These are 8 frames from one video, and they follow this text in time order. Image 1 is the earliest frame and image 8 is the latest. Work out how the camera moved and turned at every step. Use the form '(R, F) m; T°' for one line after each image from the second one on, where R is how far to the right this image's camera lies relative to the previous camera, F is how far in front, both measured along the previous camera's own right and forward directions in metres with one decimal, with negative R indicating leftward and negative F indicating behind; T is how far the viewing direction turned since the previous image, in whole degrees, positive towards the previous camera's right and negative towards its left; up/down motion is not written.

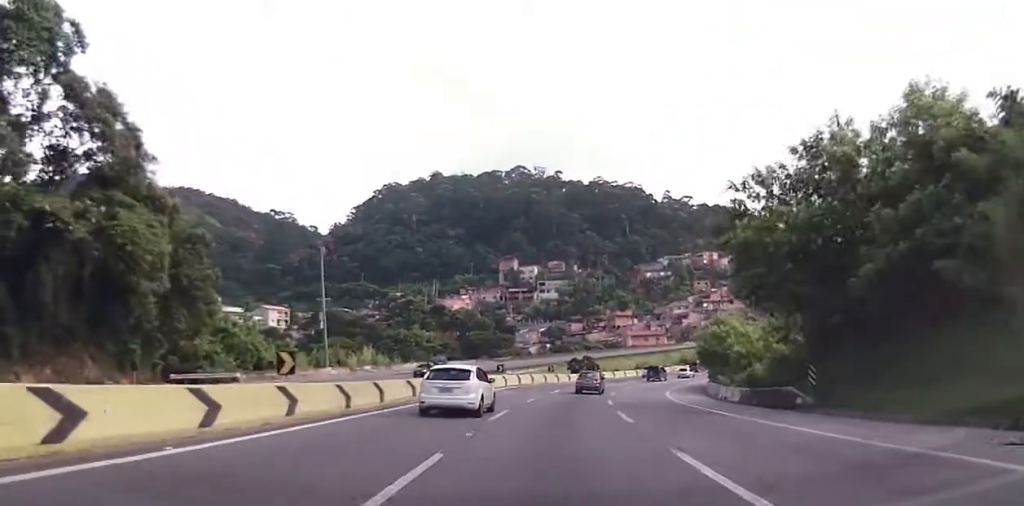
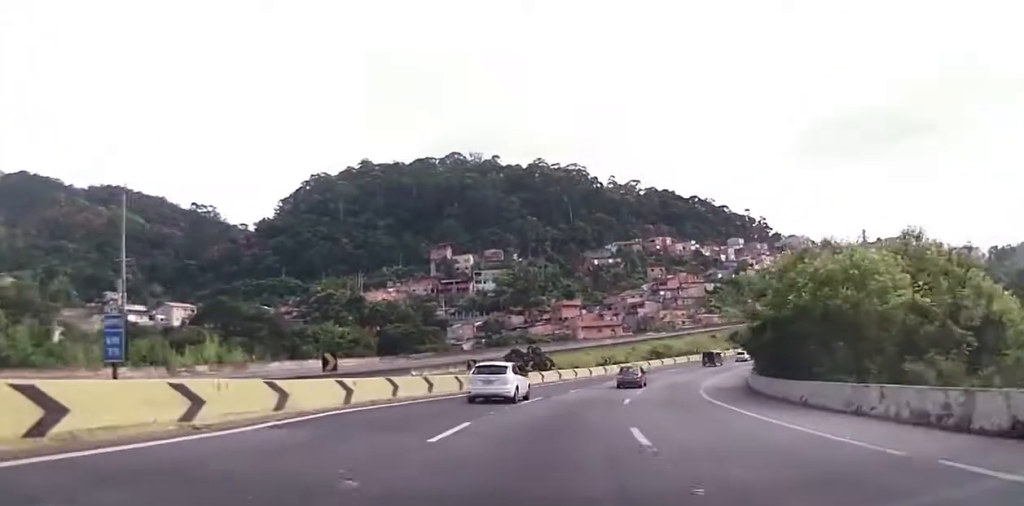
(+1.3, +30.3) m; +6°
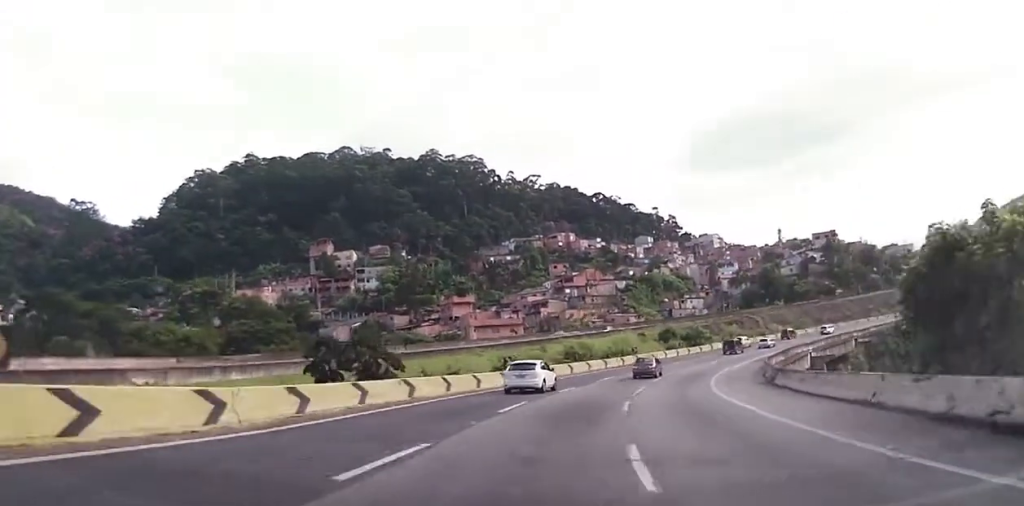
(+1.8, +28.6) m; +8°
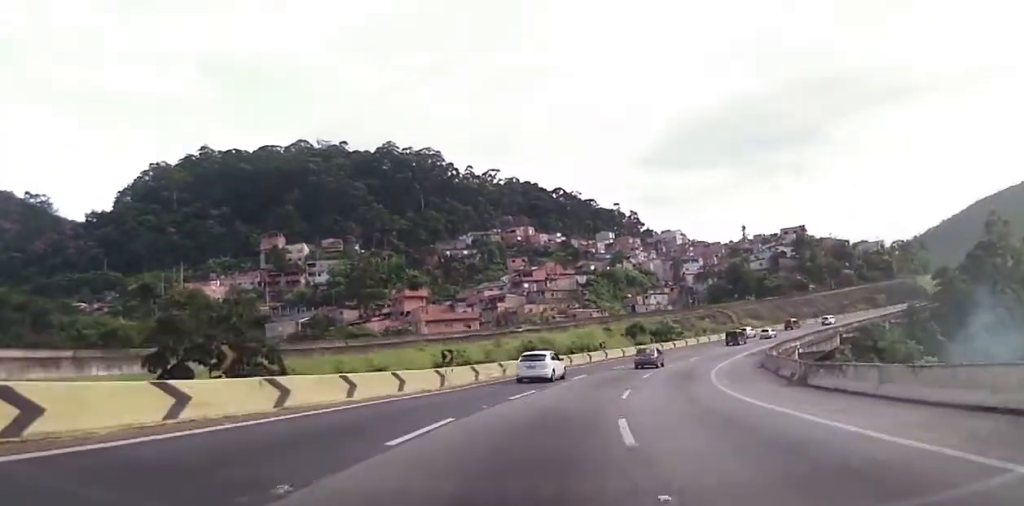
(-0.2, +9.6) m; +3°
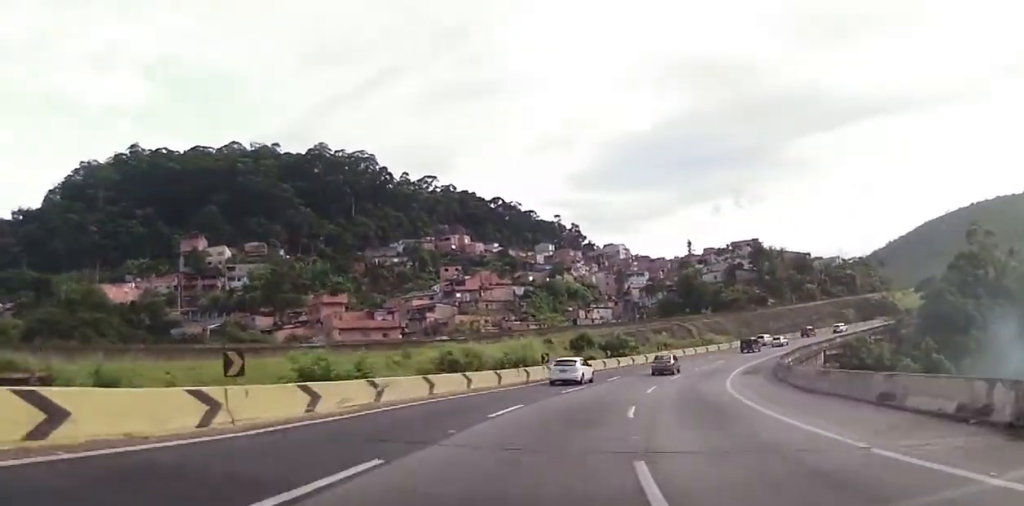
(+1.5, +16.8) m; +6°
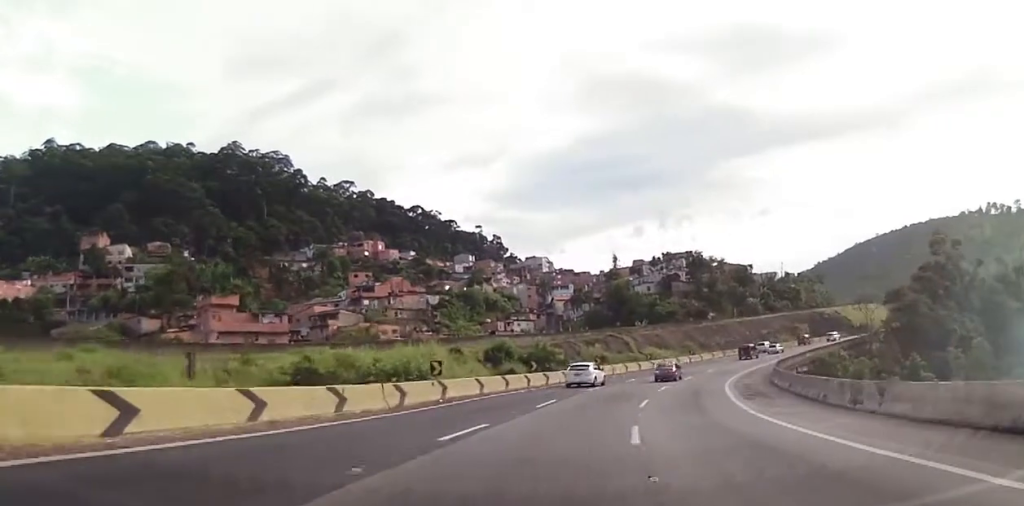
(+0.4, +16.8) m; +4°
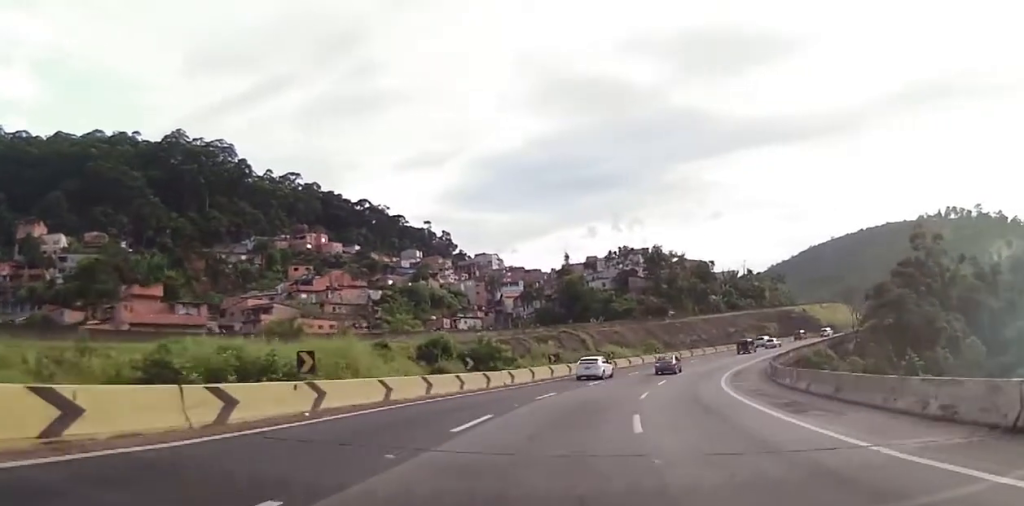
(+0.4, +10.7) m; +6°
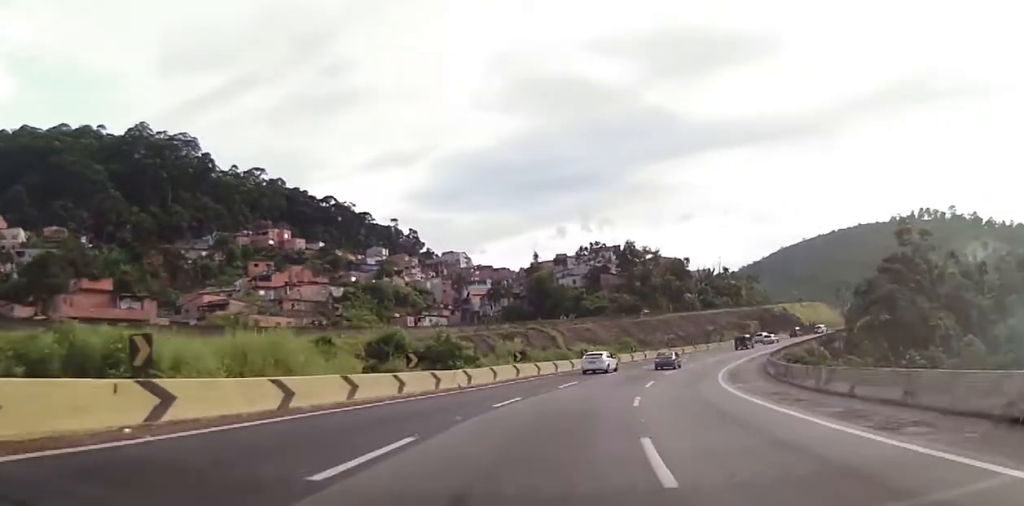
(-0.1, +6.8) m; +3°
